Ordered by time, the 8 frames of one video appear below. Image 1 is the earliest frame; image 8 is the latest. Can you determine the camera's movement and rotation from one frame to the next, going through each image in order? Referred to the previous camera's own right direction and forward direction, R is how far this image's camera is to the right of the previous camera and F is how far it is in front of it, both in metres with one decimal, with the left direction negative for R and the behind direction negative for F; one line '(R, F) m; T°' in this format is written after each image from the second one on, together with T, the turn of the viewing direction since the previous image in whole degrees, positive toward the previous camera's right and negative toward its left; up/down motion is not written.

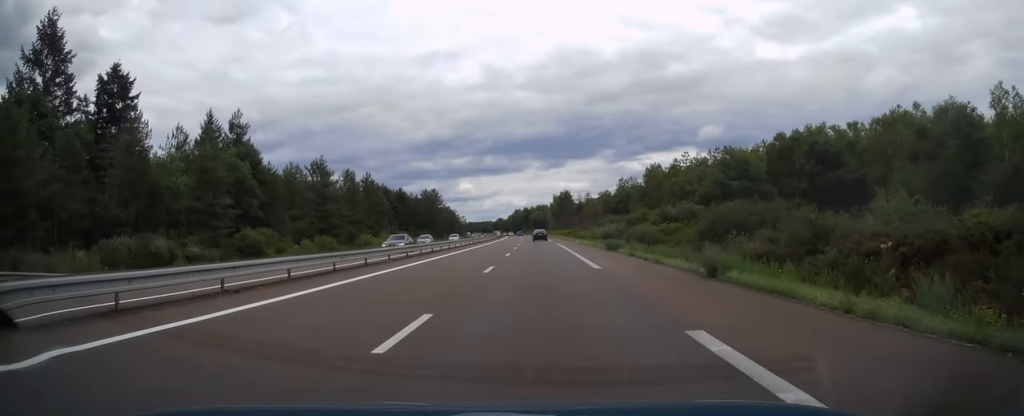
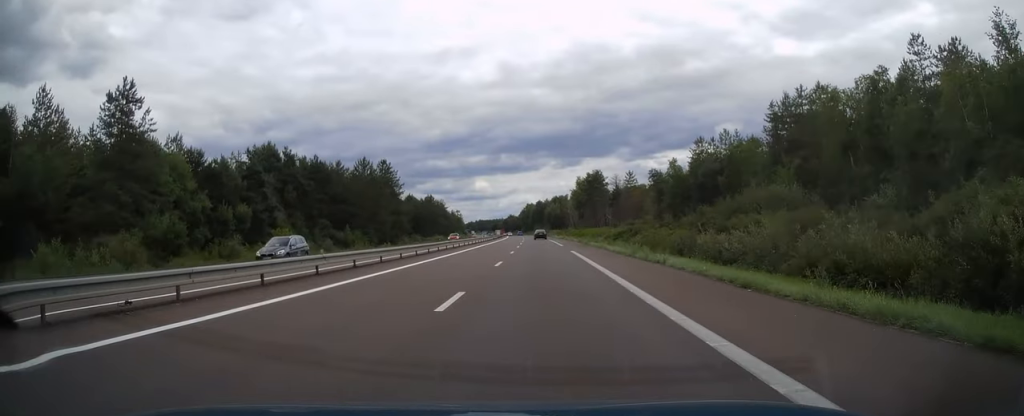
(-0.9, +74.3) m; -1°
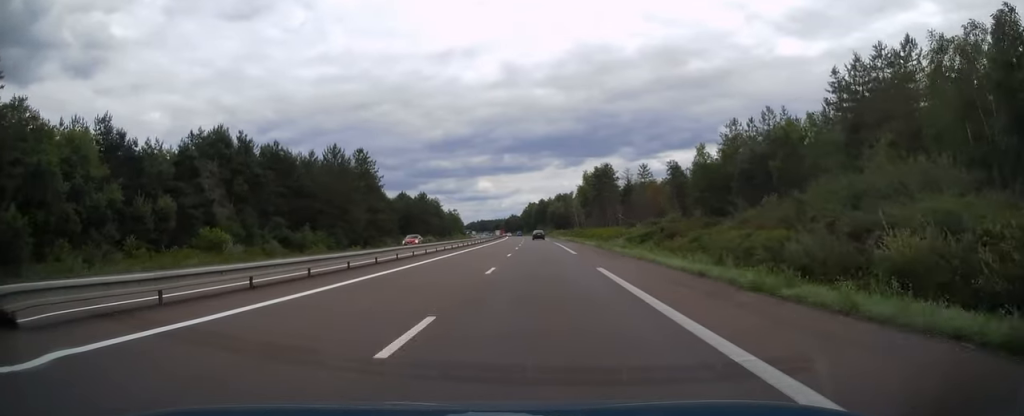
(-0.1, +16.7) m; 0°
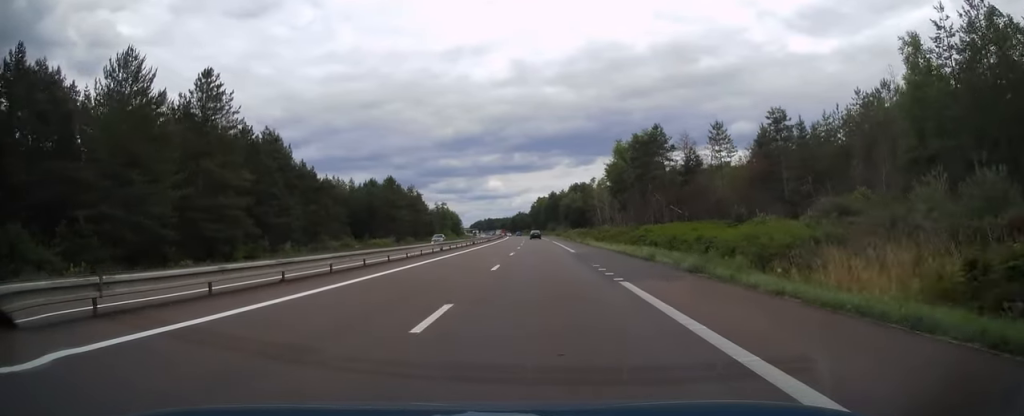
(-0.6, +50.0) m; -2°
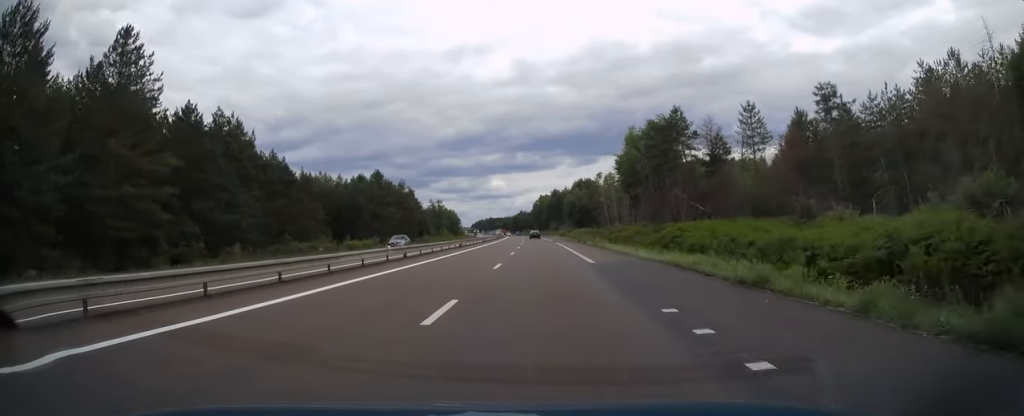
(-0.1, +12.2) m; 0°
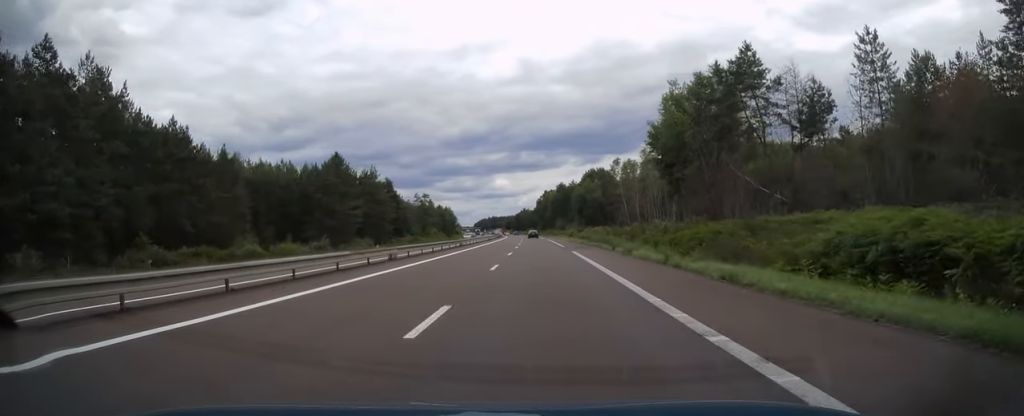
(-0.1, +26.9) m; 0°
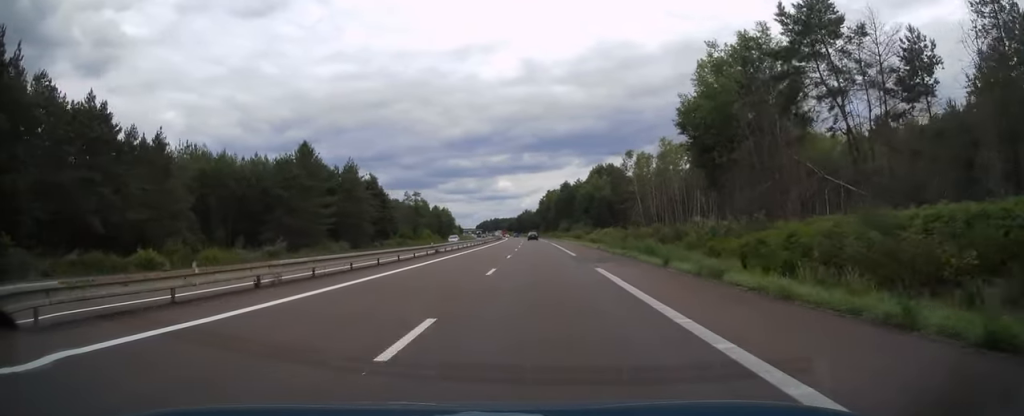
(+0.1, +14.2) m; 0°
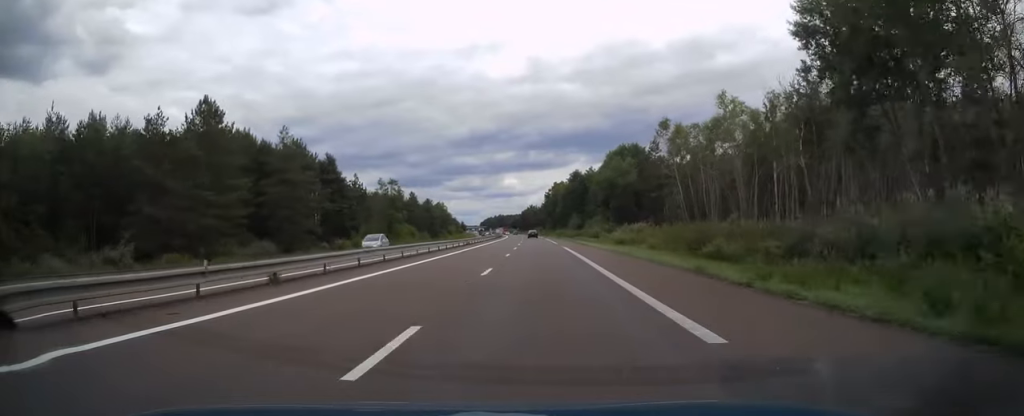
(-0.3, +26.9) m; -1°
